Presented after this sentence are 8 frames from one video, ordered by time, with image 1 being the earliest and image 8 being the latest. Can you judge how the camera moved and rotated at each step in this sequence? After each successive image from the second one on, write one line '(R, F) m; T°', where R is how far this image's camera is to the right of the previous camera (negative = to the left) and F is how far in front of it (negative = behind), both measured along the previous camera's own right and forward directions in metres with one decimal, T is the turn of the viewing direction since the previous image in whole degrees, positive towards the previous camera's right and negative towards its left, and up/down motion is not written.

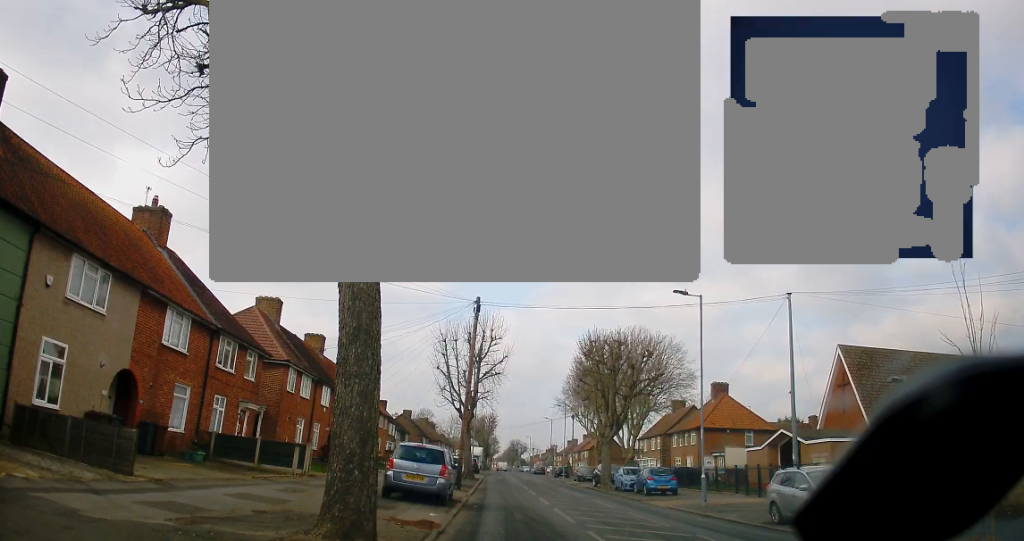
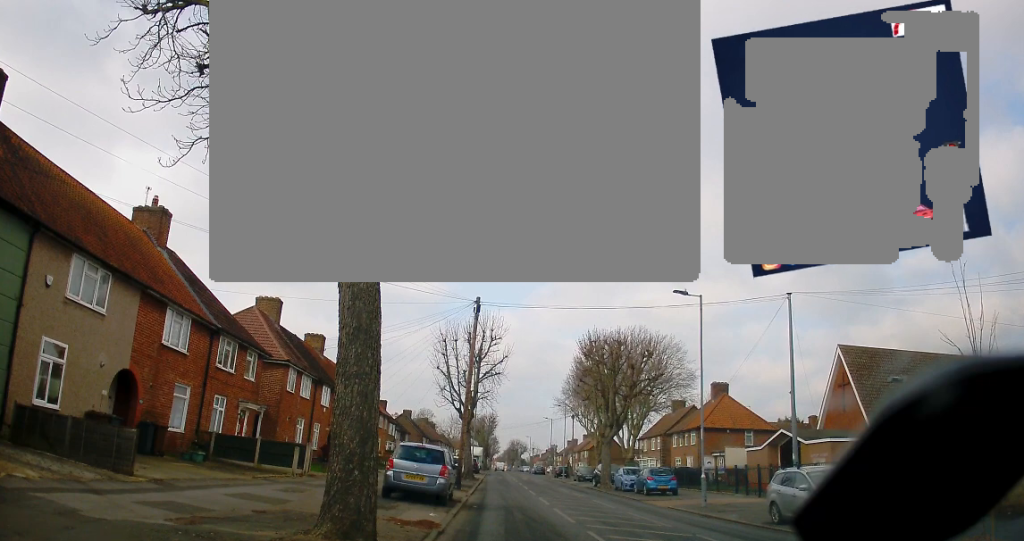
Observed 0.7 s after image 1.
(0.0, 0.0) m; 0°
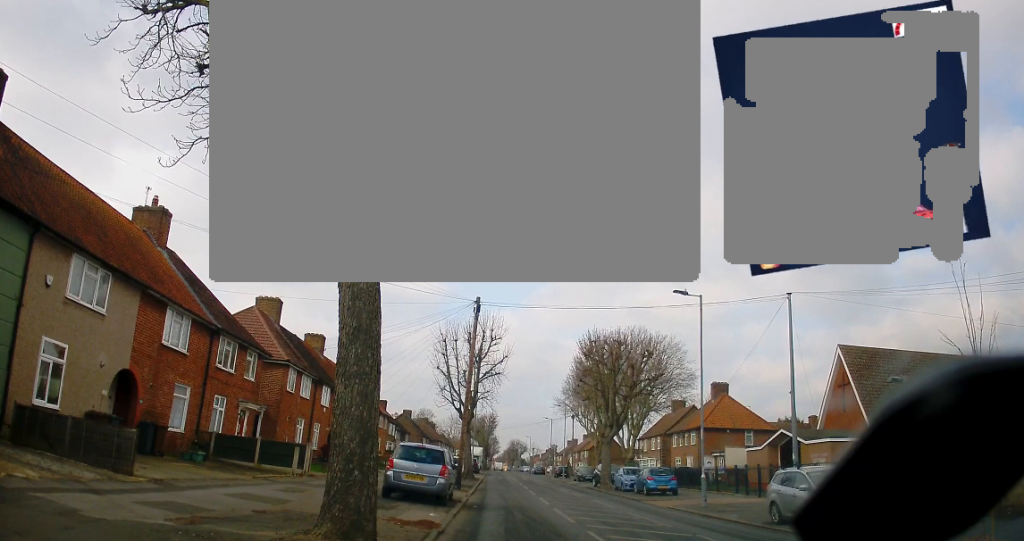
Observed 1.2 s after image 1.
(0.0, 0.0) m; 0°
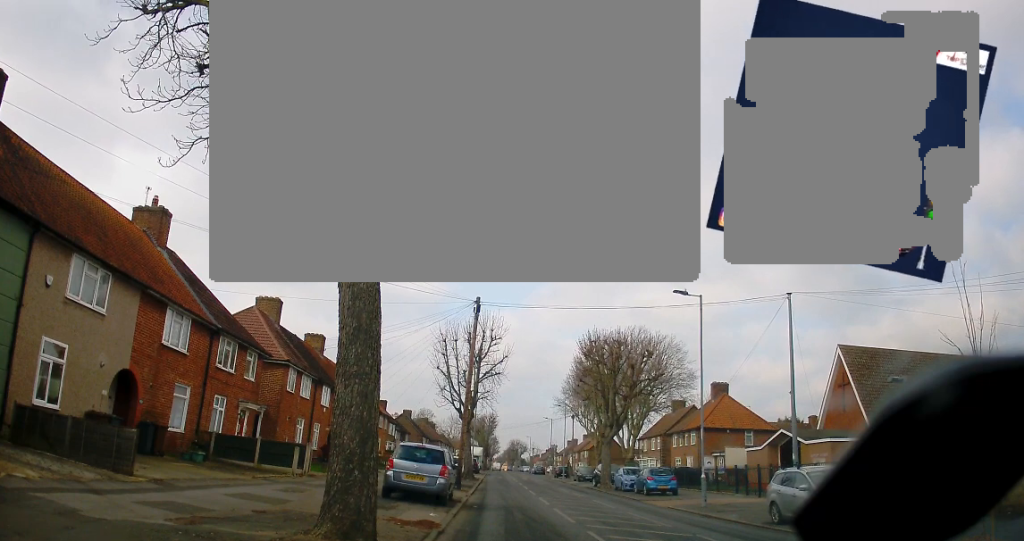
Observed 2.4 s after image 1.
(0.0, 0.0) m; 0°
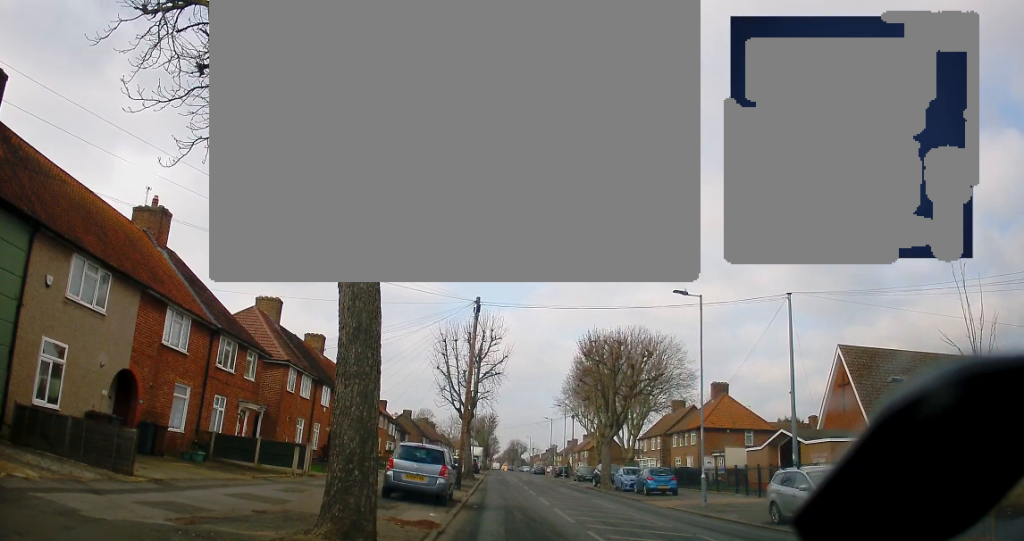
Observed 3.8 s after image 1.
(0.0, 0.0) m; 0°
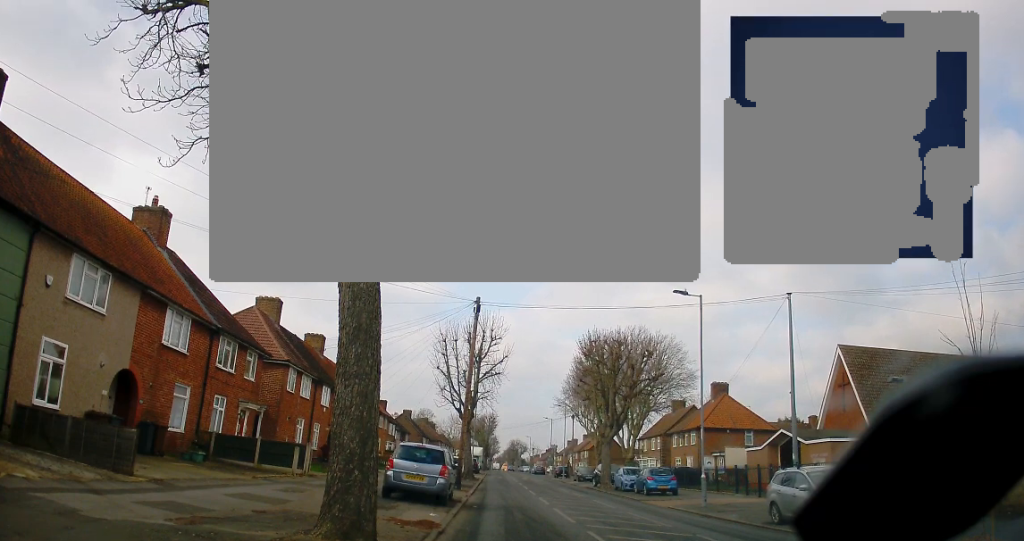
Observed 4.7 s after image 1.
(0.0, 0.0) m; 0°
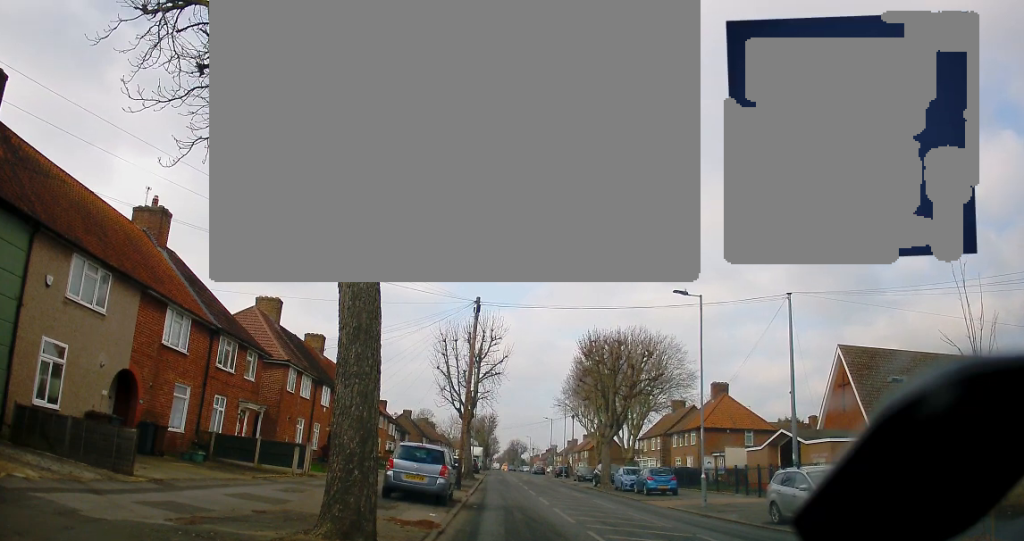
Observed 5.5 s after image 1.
(0.0, 0.0) m; 0°
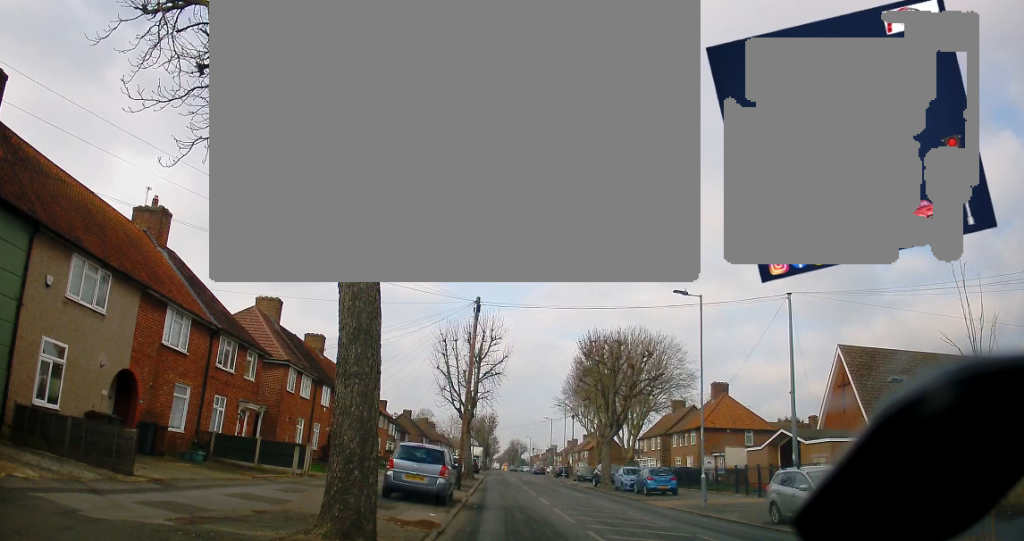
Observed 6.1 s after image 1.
(0.0, 0.0) m; 0°
